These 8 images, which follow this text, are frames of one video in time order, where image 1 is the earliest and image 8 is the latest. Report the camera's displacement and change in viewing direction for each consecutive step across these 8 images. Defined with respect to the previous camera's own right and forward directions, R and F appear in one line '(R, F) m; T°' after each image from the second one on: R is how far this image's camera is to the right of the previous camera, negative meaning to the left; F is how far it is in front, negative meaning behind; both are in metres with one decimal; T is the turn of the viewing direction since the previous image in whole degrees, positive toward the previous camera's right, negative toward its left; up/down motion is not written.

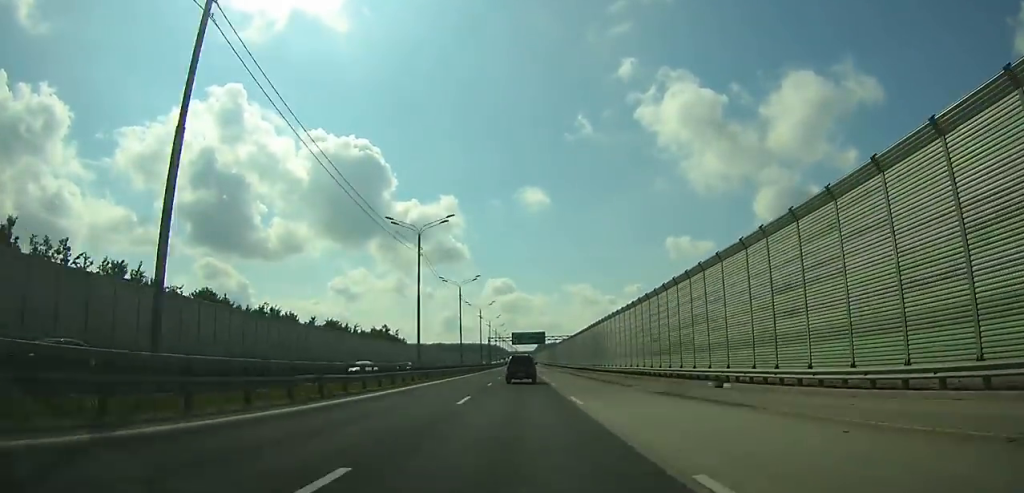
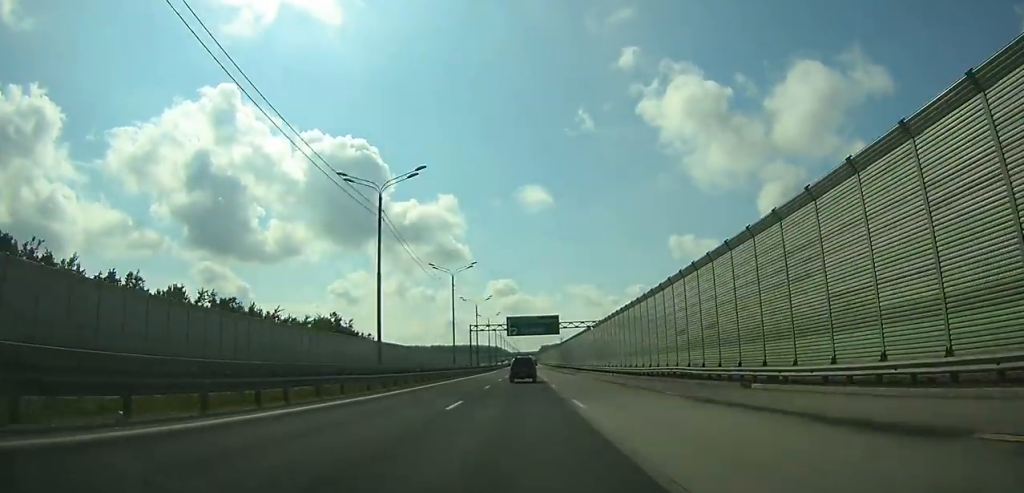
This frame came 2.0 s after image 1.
(-0.1, +49.9) m; 0°
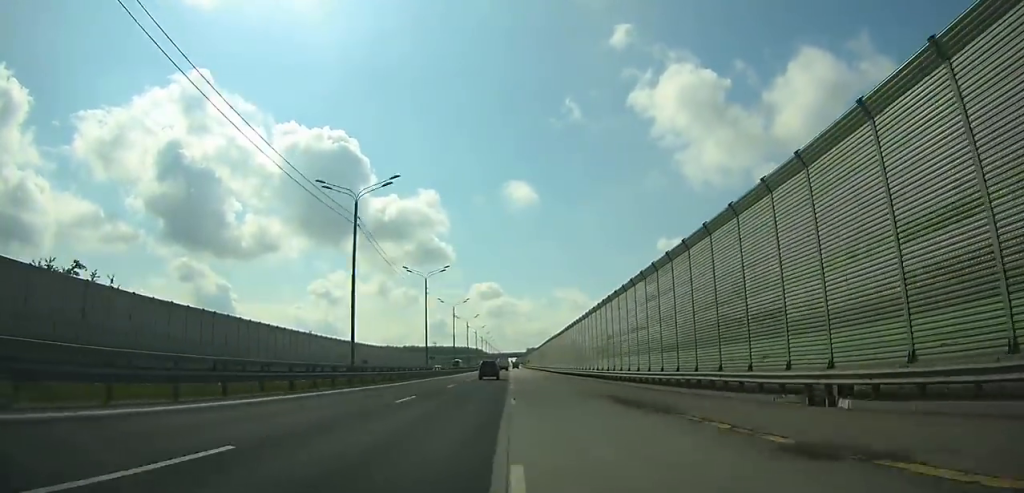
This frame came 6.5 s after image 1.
(+0.4, +109.0) m; 0°
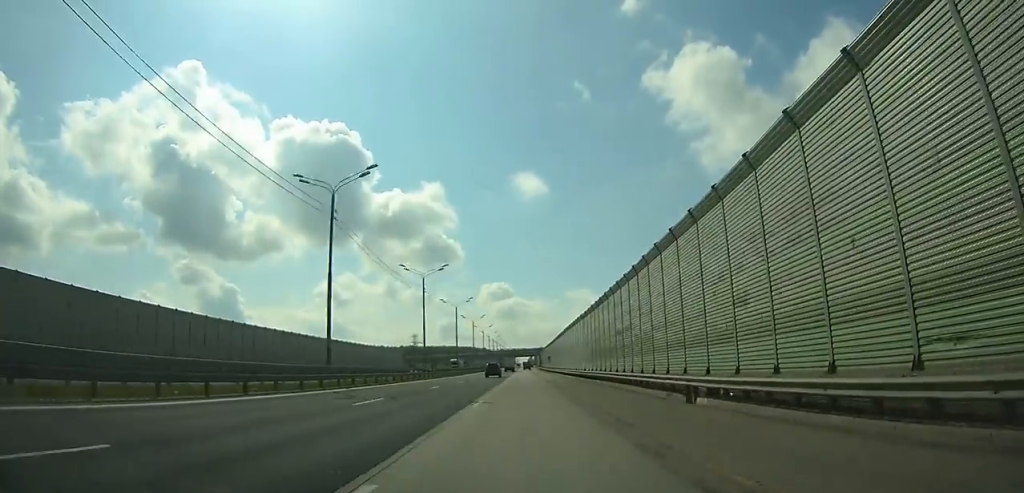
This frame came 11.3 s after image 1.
(+0.4, +111.8) m; 0°
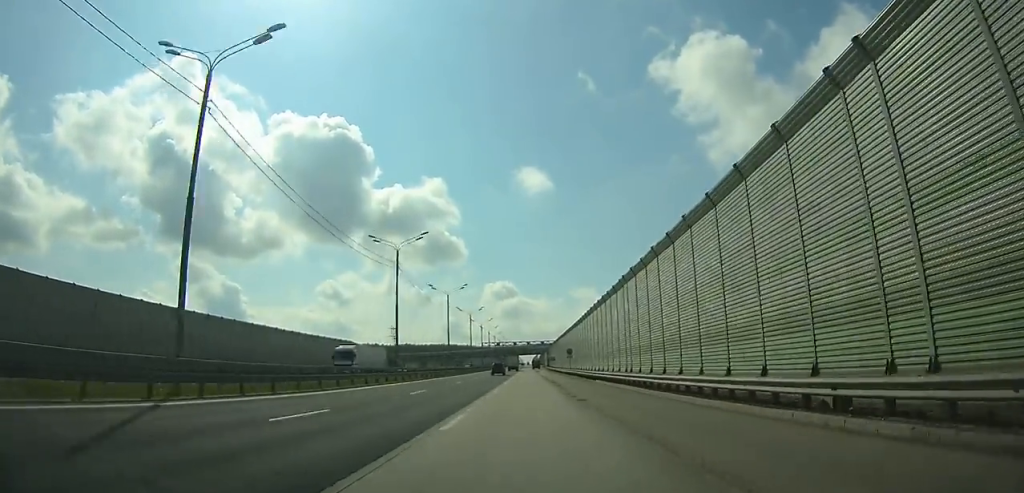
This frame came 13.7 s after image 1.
(-0.1, +54.3) m; 0°
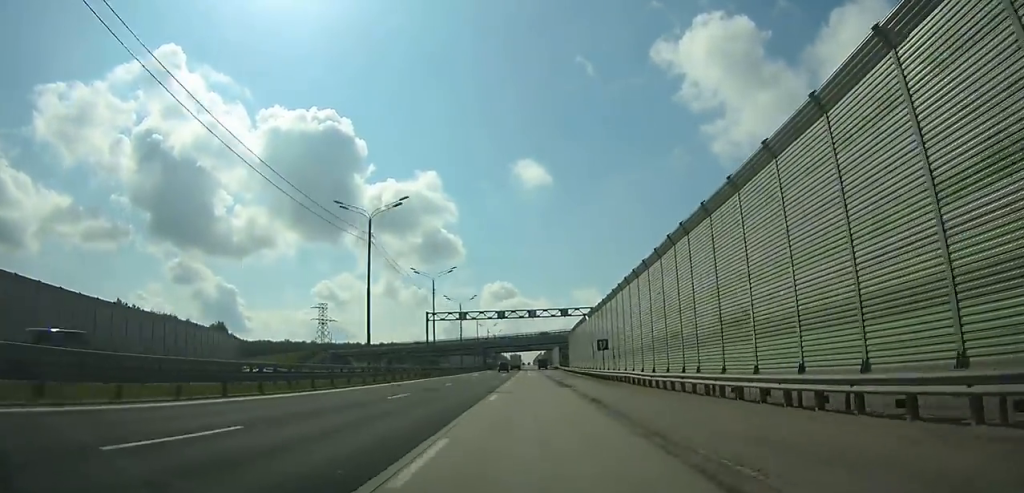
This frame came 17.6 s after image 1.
(-0.5, +86.2) m; 0°
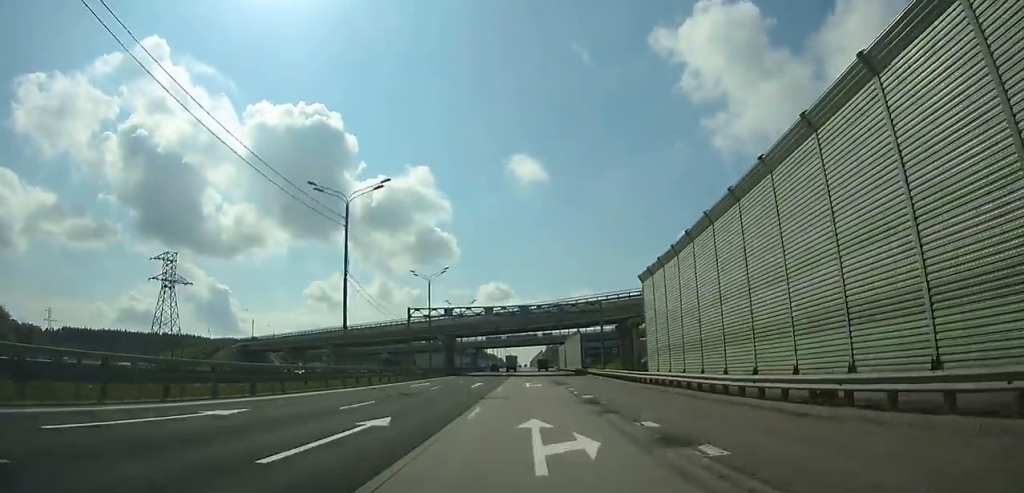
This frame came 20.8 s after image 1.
(+0.1, +70.5) m; 0°
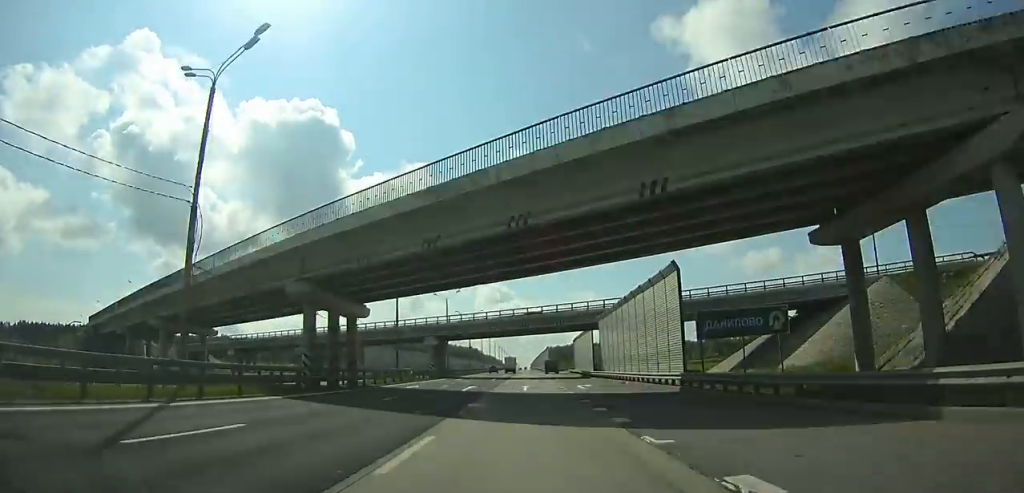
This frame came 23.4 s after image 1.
(+0.1, +58.1) m; 0°
